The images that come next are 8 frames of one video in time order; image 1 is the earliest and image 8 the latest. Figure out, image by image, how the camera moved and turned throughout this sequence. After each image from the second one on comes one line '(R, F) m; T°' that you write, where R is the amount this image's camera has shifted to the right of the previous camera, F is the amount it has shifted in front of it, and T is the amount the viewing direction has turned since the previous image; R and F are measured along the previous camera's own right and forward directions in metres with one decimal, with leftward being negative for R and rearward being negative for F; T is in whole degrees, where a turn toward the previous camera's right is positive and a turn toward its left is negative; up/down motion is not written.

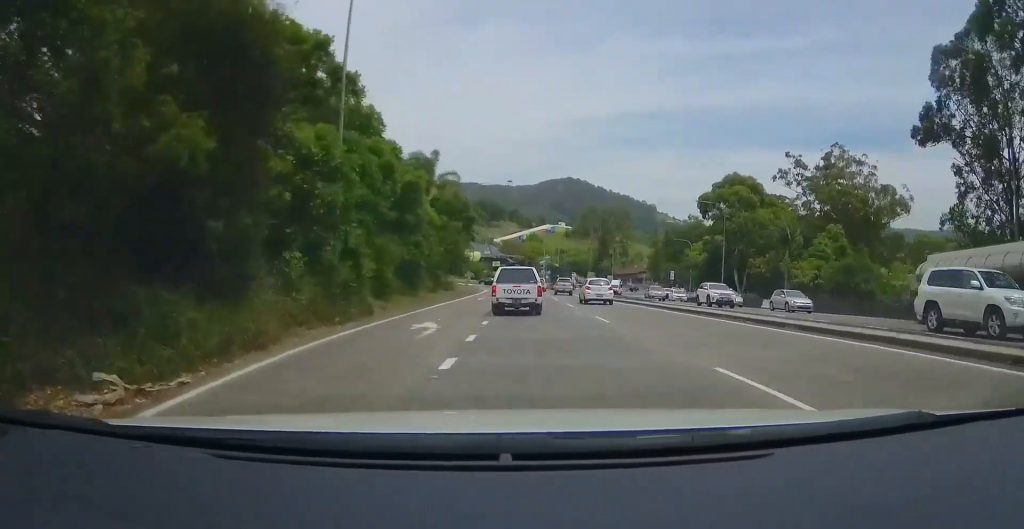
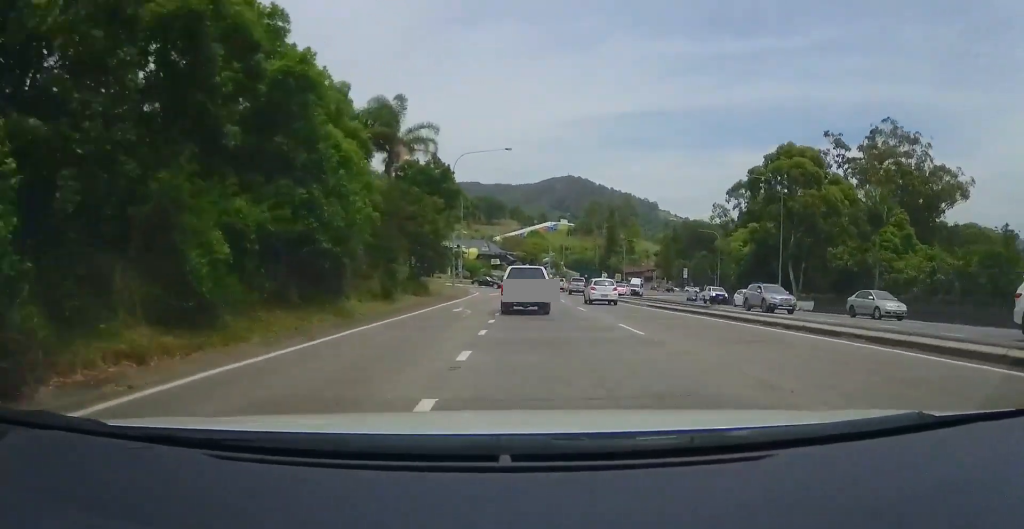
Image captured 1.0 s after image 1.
(+0.2, +15.4) m; +1°
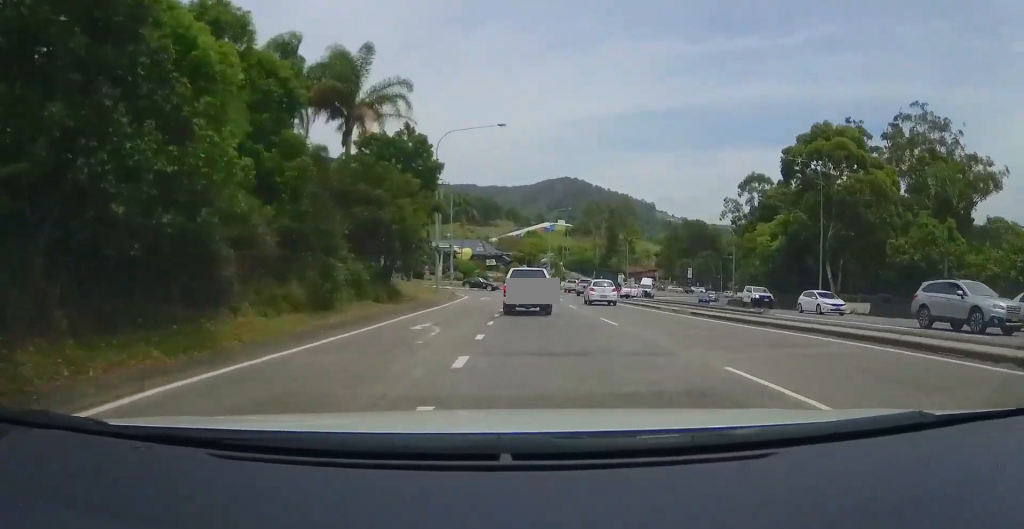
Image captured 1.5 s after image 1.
(-0.1, +8.9) m; 0°
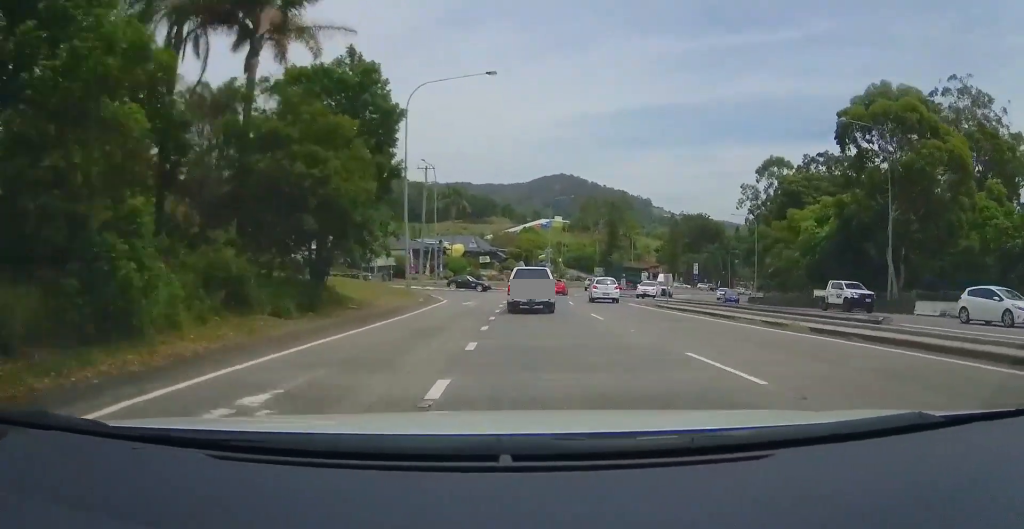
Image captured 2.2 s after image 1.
(+0.1, +9.8) m; +1°
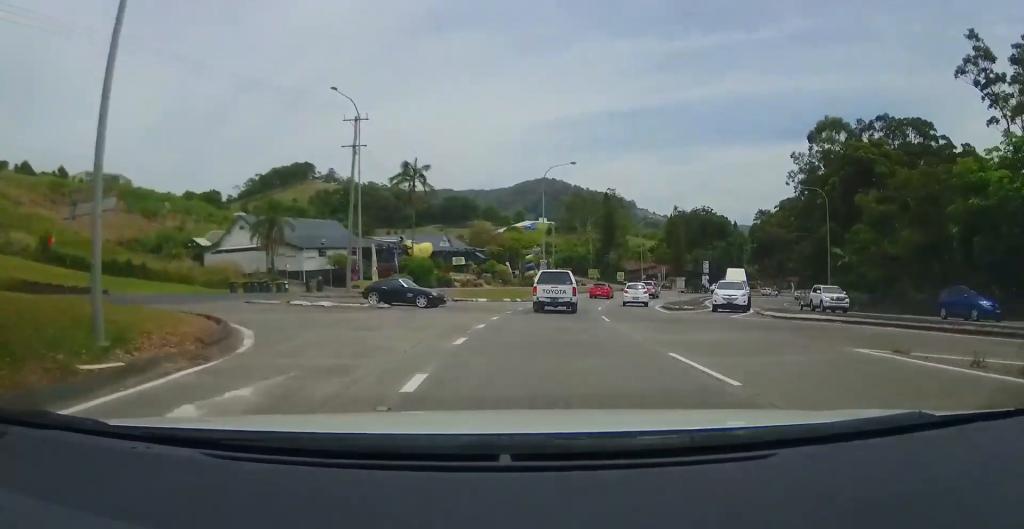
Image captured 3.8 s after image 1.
(+0.5, +24.8) m; +2°
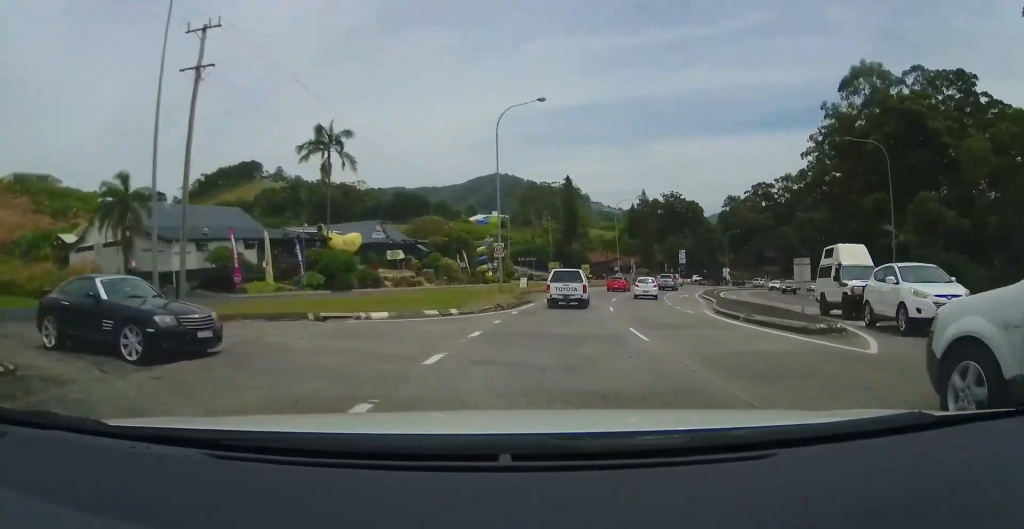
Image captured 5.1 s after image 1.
(+0.3, +18.4) m; +4°
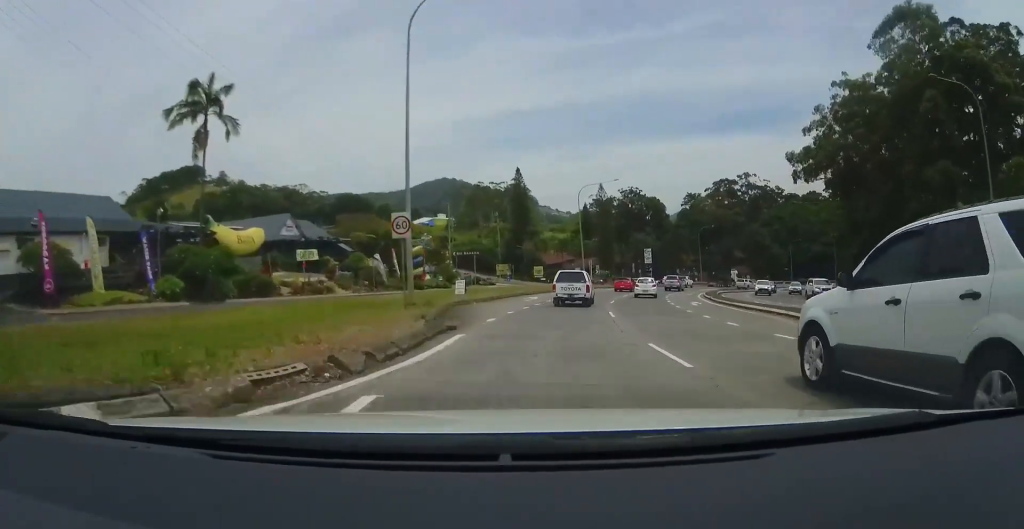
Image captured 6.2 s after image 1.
(+0.8, +16.2) m; +4°
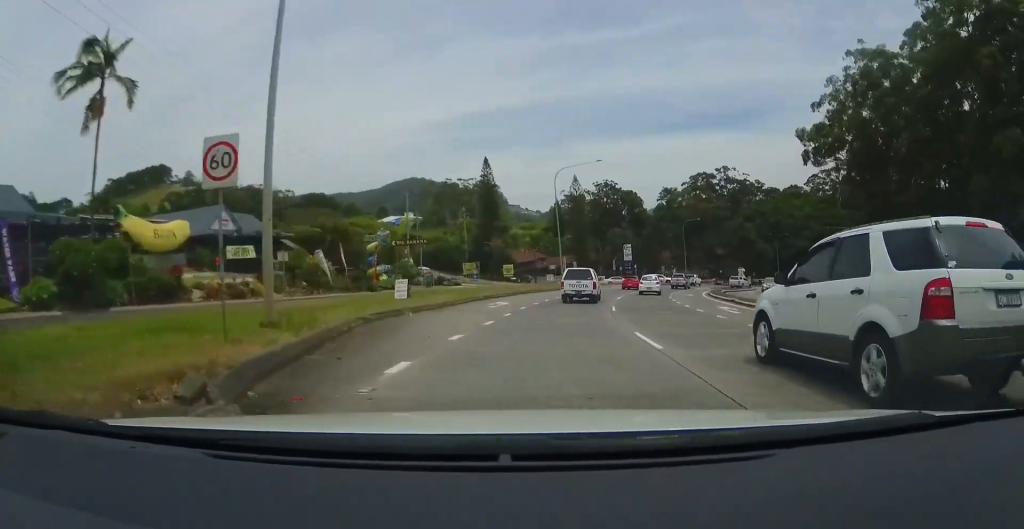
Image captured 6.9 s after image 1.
(+0.2, +10.5) m; +3°
